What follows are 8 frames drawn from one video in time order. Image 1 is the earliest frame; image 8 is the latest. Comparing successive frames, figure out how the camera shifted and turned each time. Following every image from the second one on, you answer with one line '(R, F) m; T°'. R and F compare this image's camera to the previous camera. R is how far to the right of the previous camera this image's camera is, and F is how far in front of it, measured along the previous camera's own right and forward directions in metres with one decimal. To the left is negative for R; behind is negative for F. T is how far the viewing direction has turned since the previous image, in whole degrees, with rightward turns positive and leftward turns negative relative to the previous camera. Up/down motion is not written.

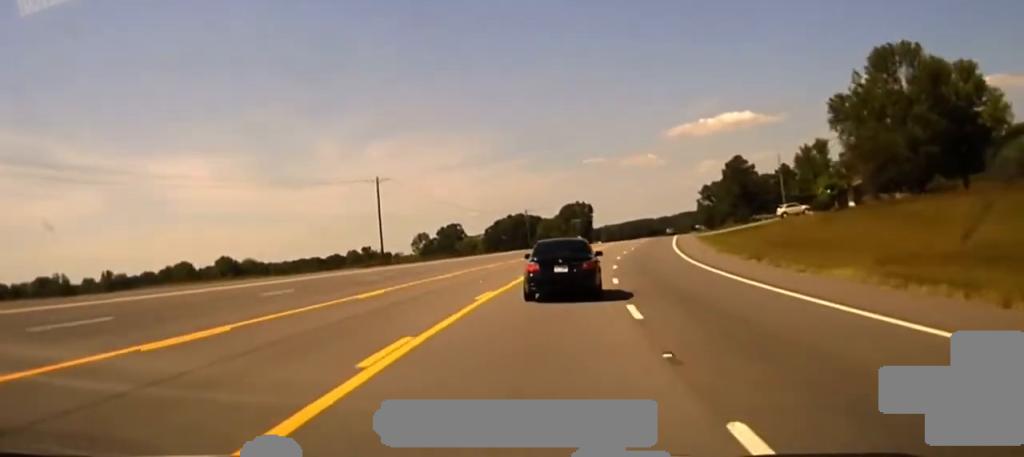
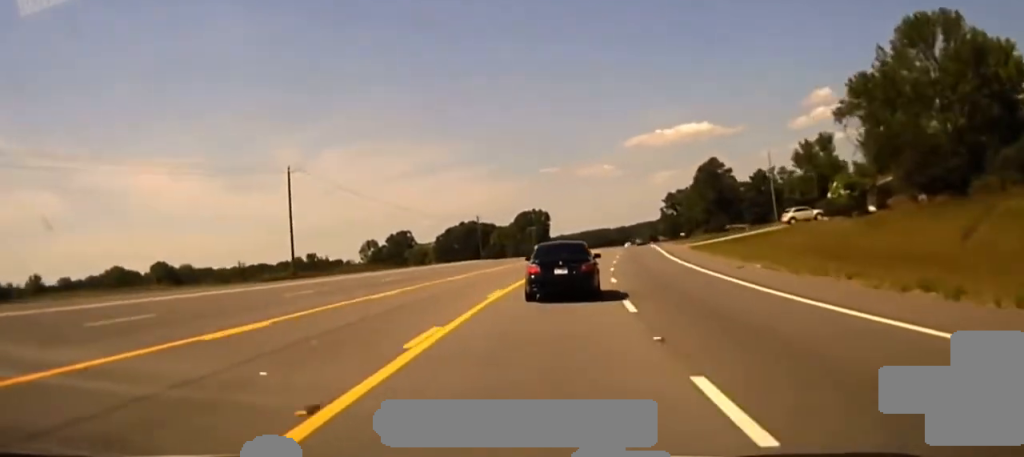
(+0.7, +25.1) m; +2°
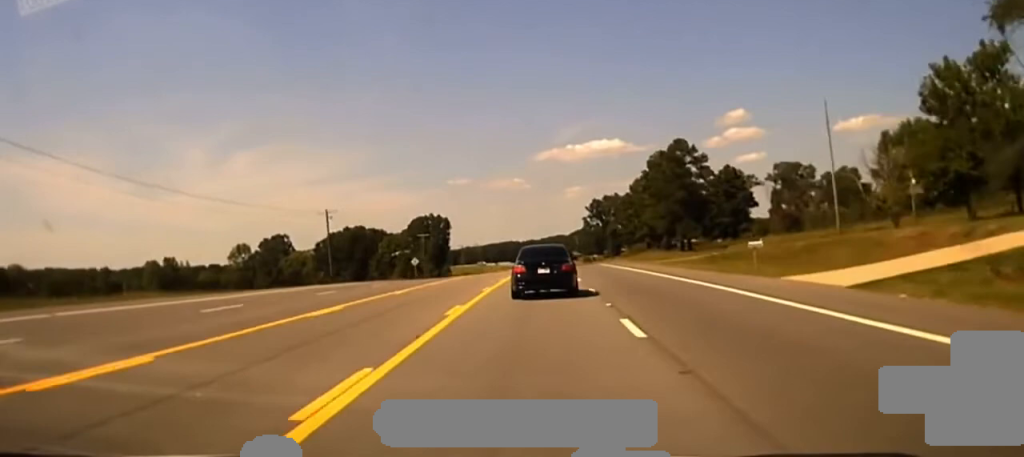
(+2.6, +68.3) m; +3°
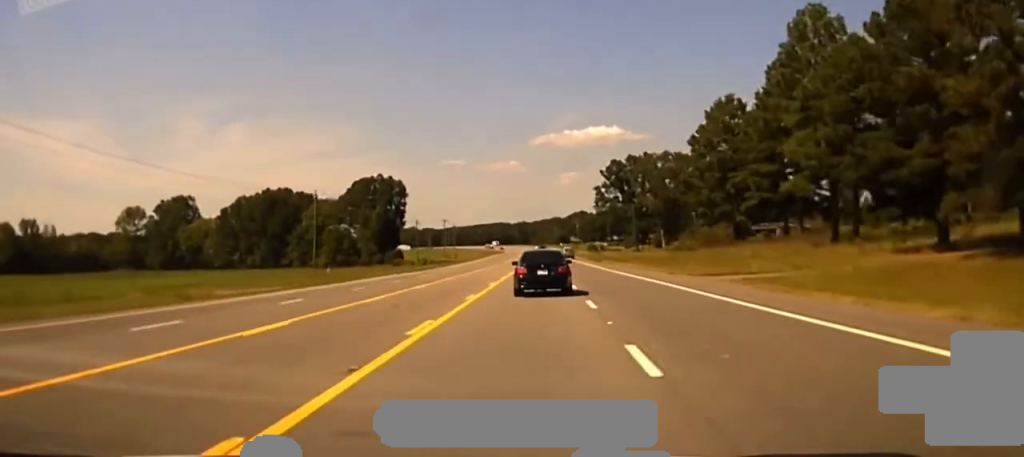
(+0.2, +93.3) m; 0°
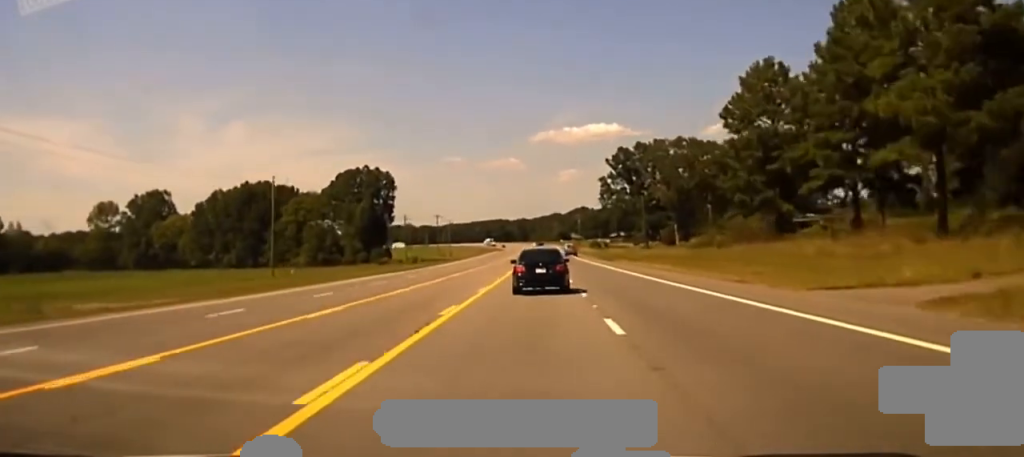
(0.0, +17.9) m; 0°
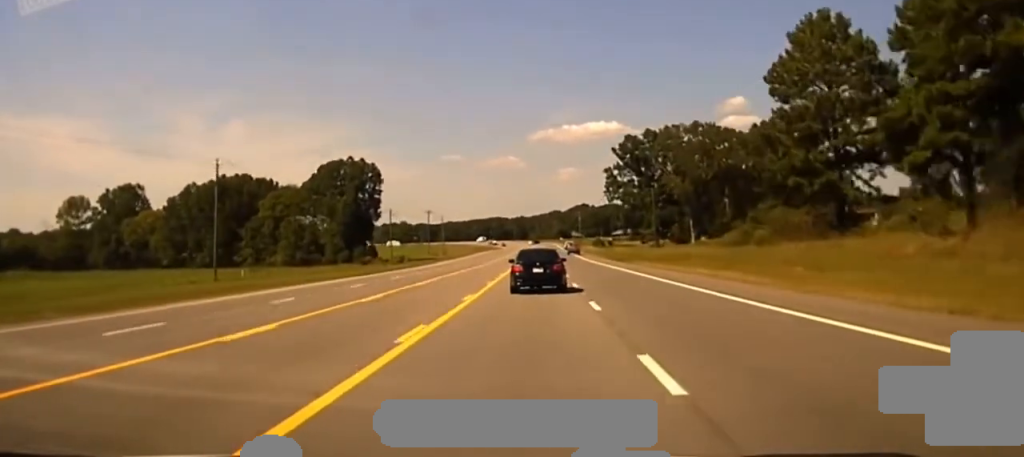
(0.0, +16.0) m; 0°
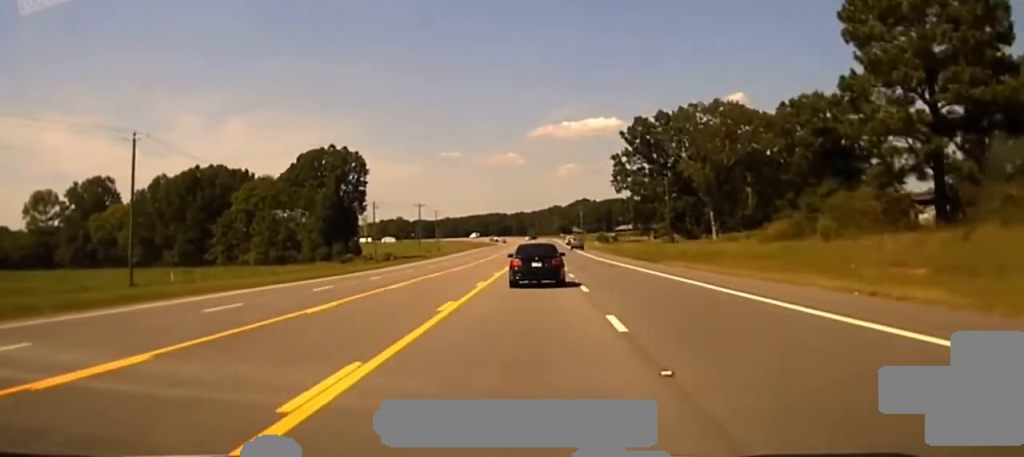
(0.0, +19.0) m; 0°
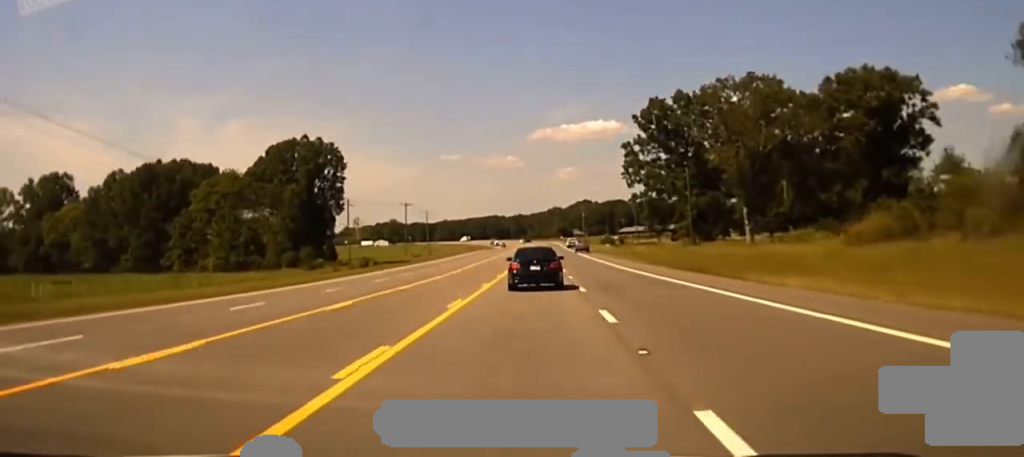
(0.0, +23.0) m; 0°
